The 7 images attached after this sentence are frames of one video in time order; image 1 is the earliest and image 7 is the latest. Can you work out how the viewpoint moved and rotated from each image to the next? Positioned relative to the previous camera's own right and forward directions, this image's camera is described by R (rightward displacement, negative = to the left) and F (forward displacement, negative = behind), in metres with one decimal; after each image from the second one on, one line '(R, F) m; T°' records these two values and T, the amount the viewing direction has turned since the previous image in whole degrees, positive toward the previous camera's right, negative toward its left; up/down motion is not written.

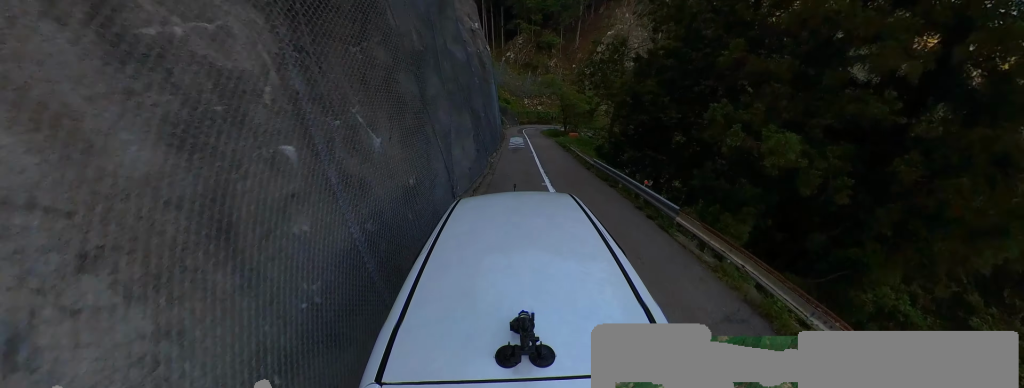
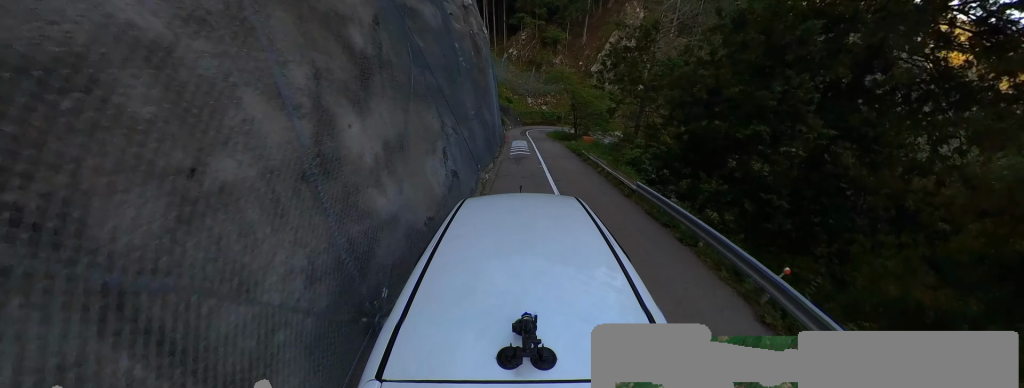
(+0.5, +4.8) m; +1°
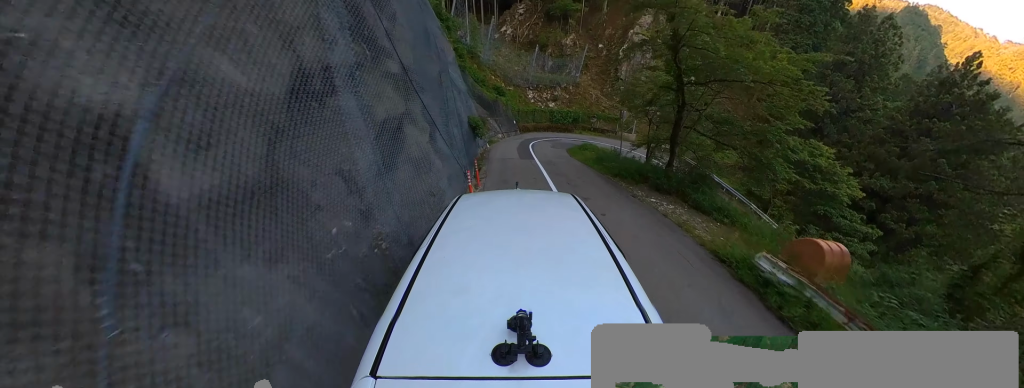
(-0.4, +22.4) m; -5°
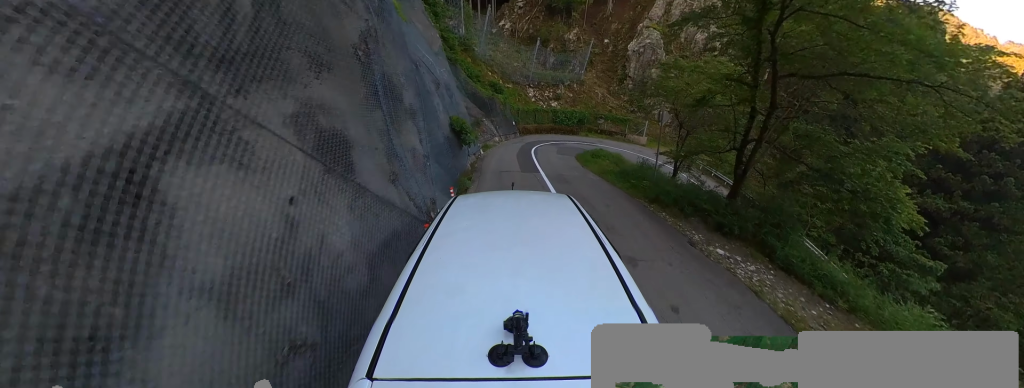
(-0.2, +4.5) m; -4°
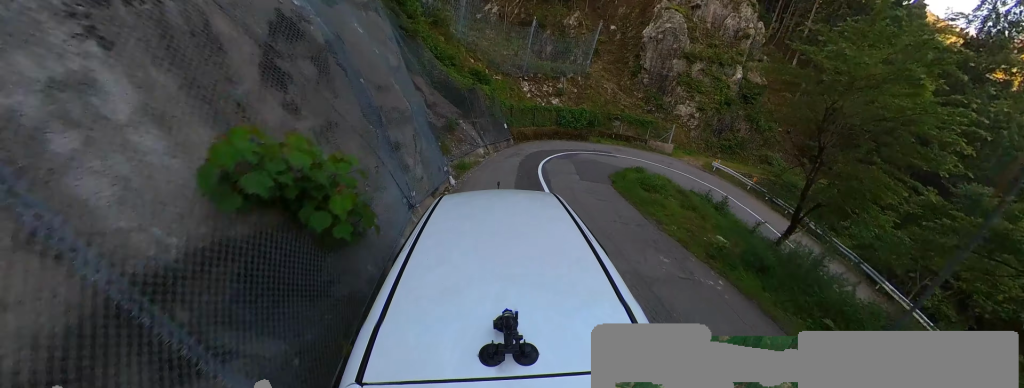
(-0.3, +9.8) m; +7°
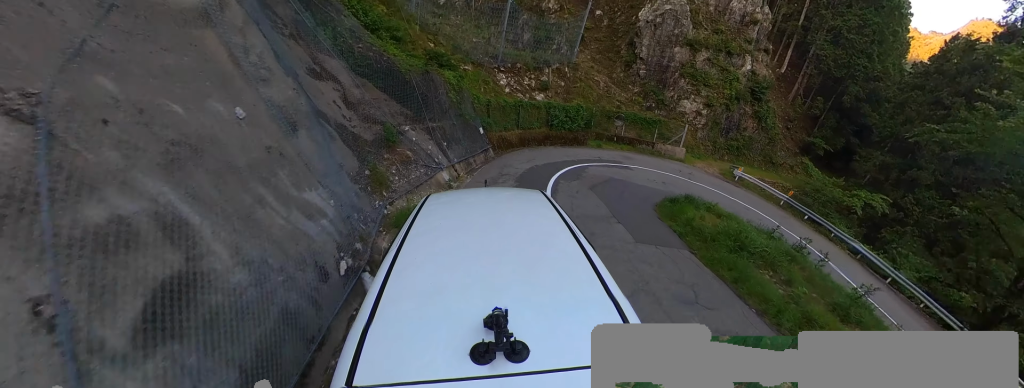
(+0.3, +7.2) m; +29°
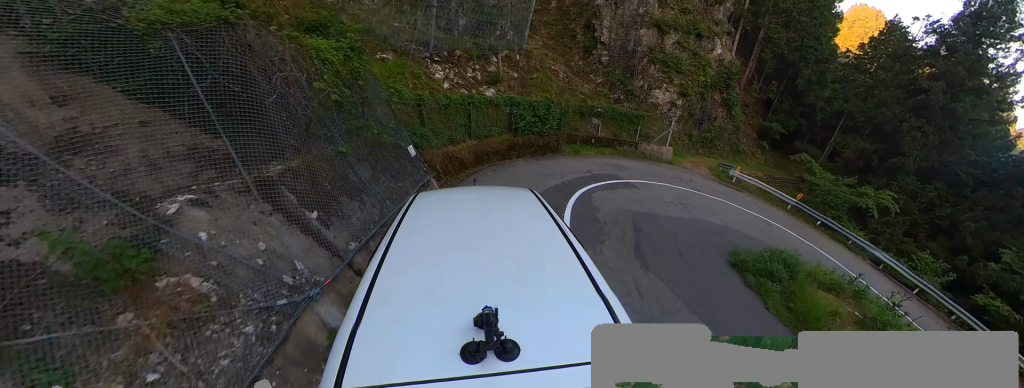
(+3.8, +6.6) m; +13°
